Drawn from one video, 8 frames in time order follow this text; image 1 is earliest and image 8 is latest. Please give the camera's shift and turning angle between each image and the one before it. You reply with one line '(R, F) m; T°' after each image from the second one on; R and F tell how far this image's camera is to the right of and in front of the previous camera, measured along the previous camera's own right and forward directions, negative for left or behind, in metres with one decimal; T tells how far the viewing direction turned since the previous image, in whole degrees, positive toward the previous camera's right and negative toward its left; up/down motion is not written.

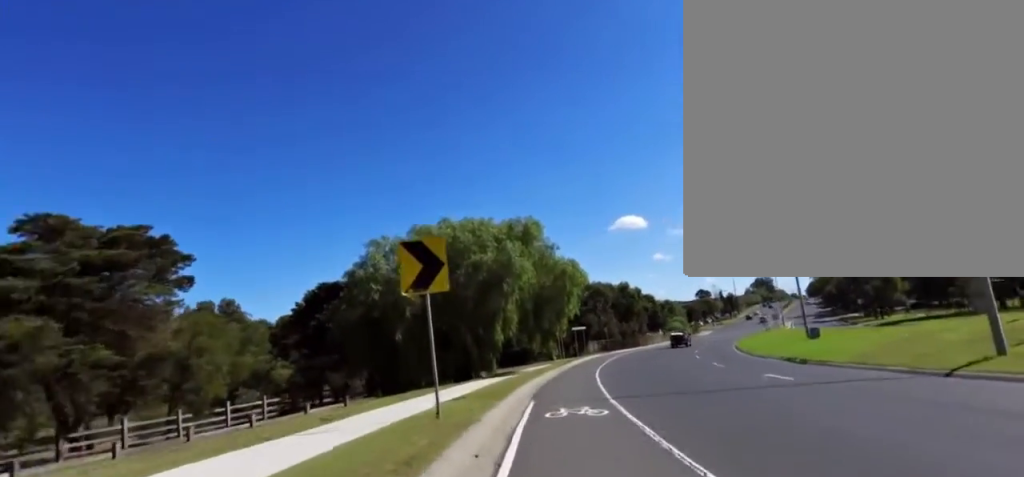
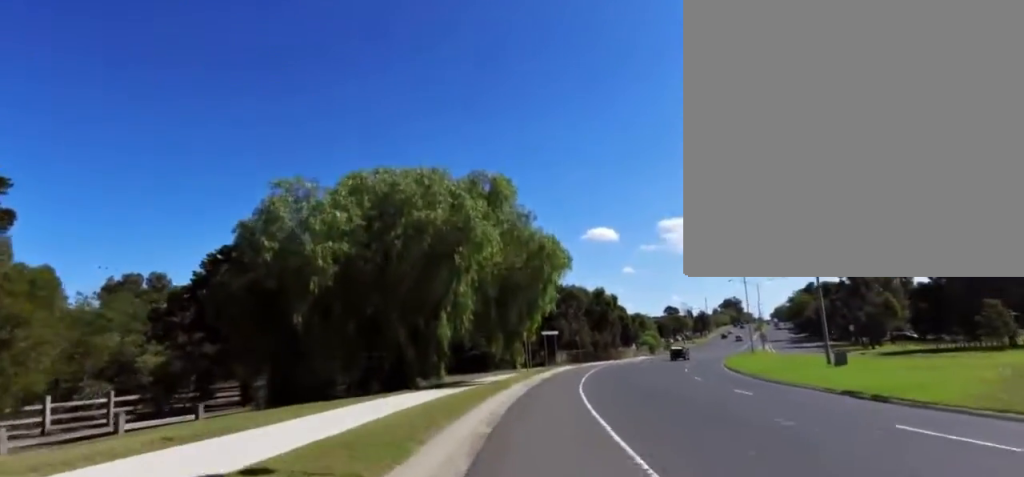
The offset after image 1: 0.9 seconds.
(+0.2, +8.9) m; +6°
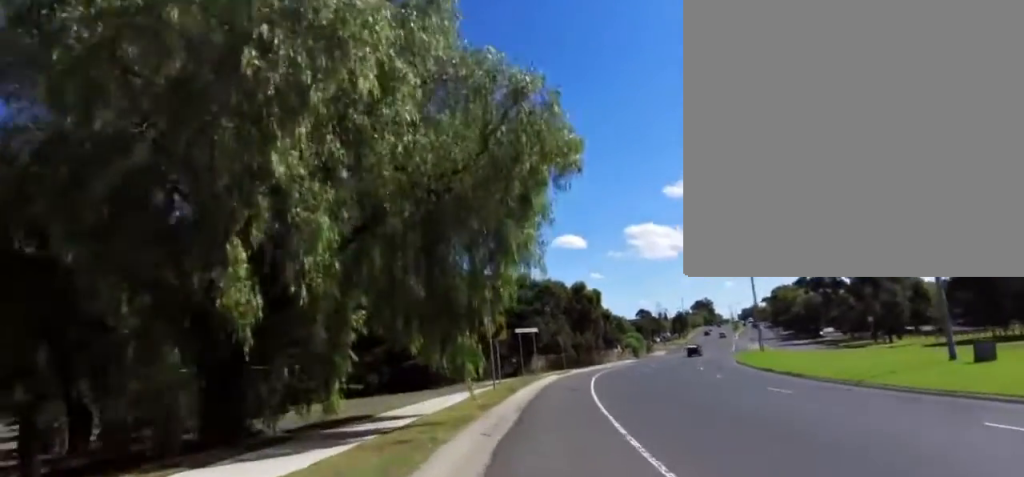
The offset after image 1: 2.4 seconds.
(+0.1, +13.5) m; 0°
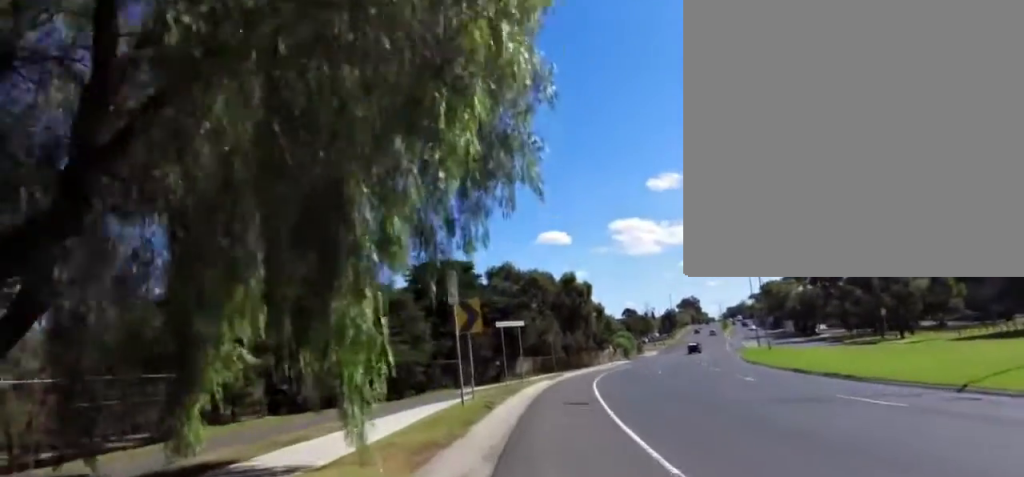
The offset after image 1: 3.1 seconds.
(-0.1, +6.1) m; +3°
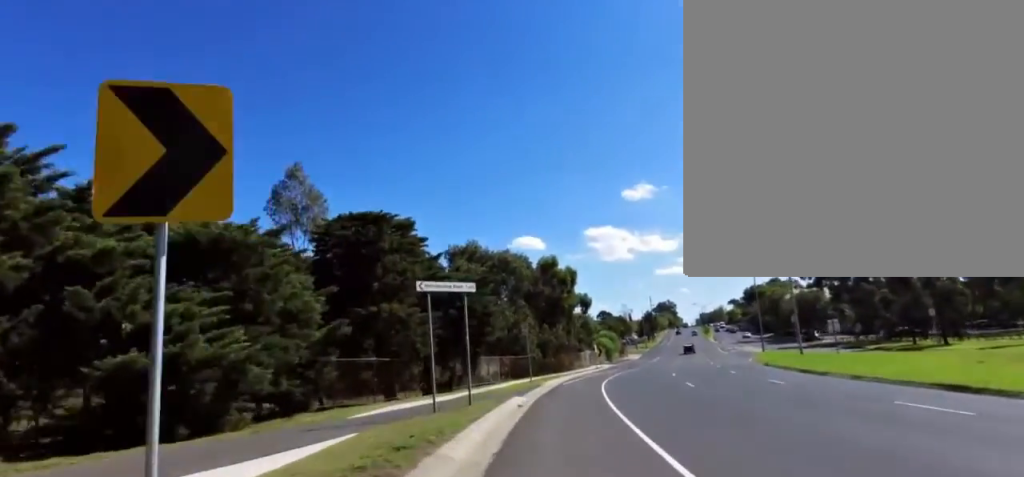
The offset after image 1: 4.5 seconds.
(+1.6, +13.2) m; 0°
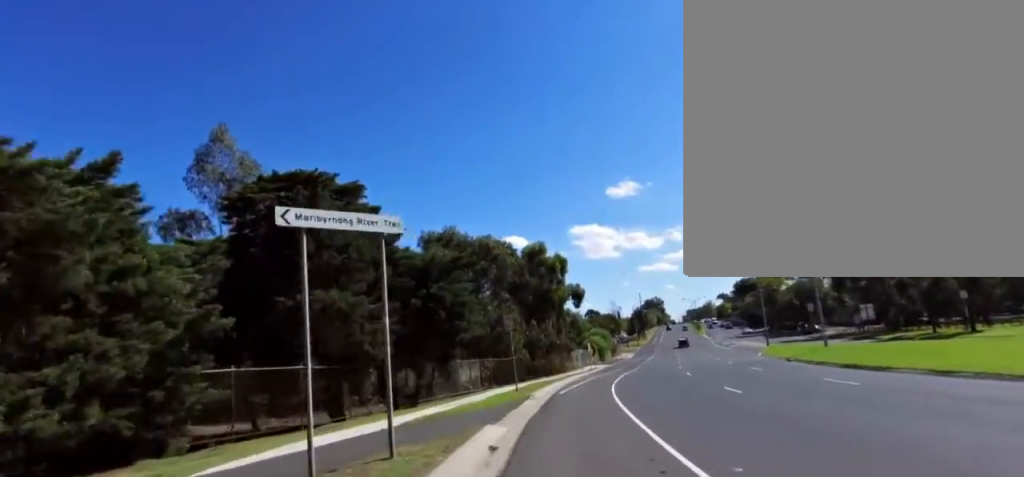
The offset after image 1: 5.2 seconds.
(-0.5, +6.3) m; +2°
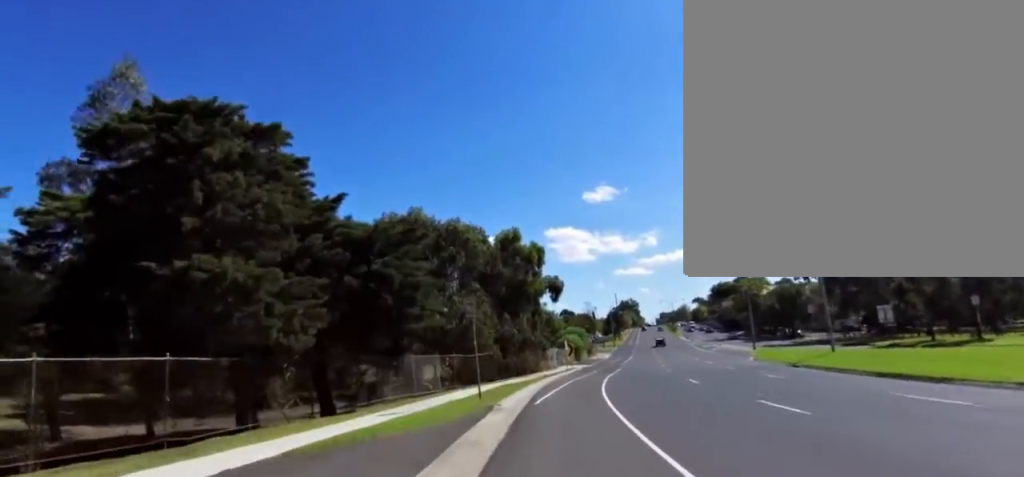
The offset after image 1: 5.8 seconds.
(-1.1, +4.9) m; +5°
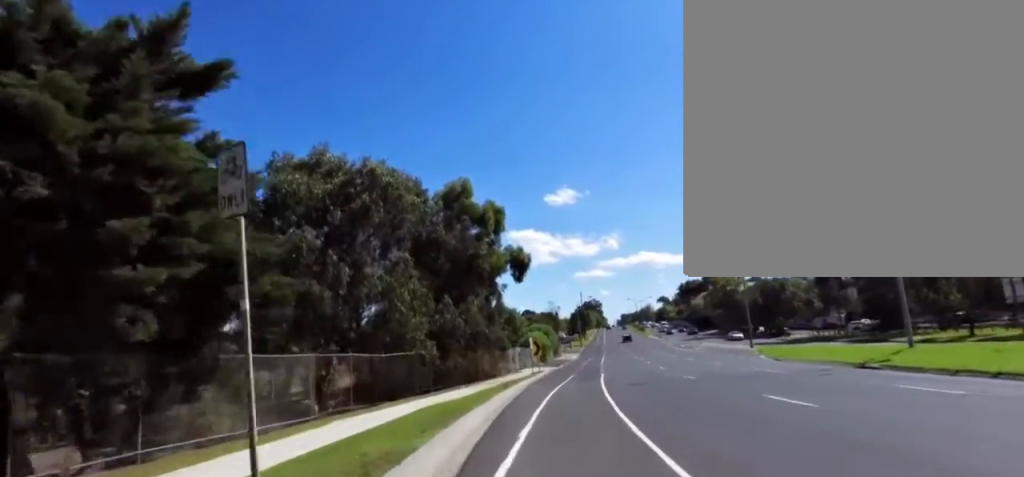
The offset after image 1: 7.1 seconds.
(+2.9, +12.0) m; +7°
